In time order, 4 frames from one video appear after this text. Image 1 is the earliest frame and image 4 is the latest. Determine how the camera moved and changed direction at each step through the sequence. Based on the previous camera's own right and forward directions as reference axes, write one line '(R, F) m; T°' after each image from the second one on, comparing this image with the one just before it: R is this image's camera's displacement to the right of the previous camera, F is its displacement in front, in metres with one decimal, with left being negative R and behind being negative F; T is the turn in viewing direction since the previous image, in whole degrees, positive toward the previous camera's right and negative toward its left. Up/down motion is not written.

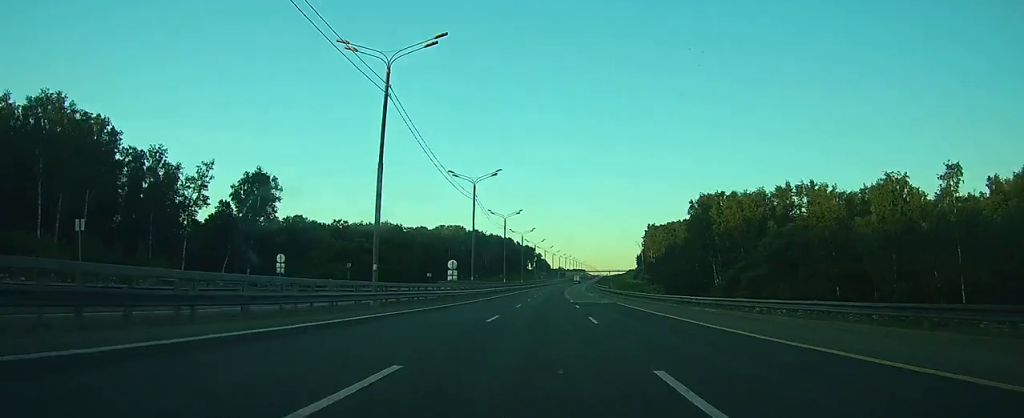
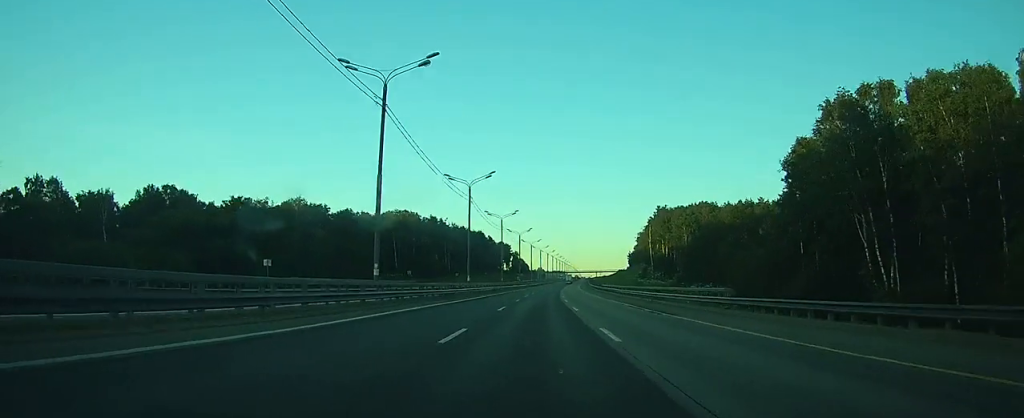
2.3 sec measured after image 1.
(+1.0, +70.1) m; +2°
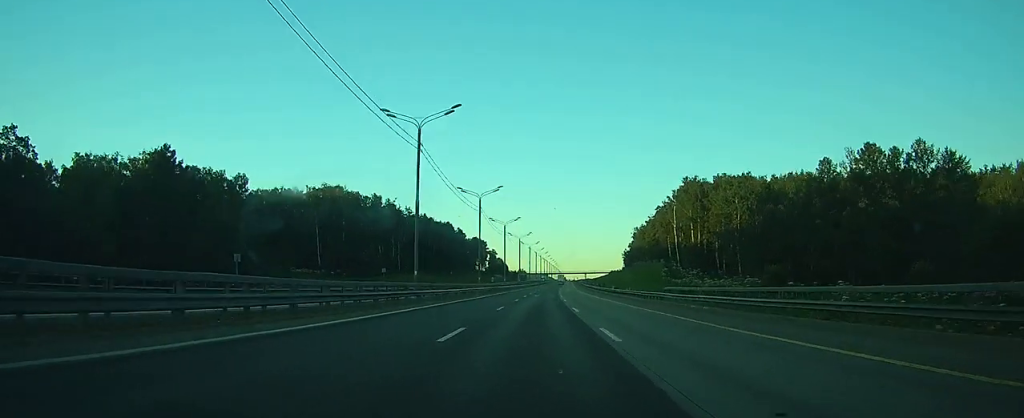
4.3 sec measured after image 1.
(+0.8, +62.7) m; +2°
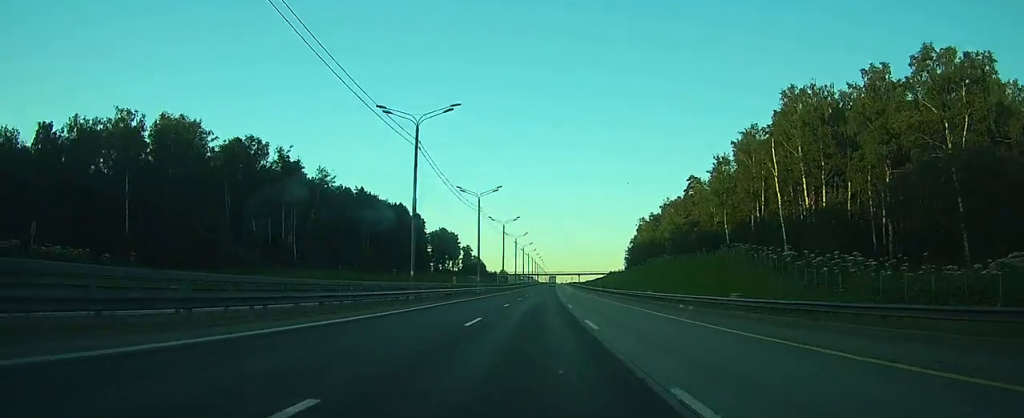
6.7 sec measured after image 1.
(+1.5, +73.7) m; +2°
